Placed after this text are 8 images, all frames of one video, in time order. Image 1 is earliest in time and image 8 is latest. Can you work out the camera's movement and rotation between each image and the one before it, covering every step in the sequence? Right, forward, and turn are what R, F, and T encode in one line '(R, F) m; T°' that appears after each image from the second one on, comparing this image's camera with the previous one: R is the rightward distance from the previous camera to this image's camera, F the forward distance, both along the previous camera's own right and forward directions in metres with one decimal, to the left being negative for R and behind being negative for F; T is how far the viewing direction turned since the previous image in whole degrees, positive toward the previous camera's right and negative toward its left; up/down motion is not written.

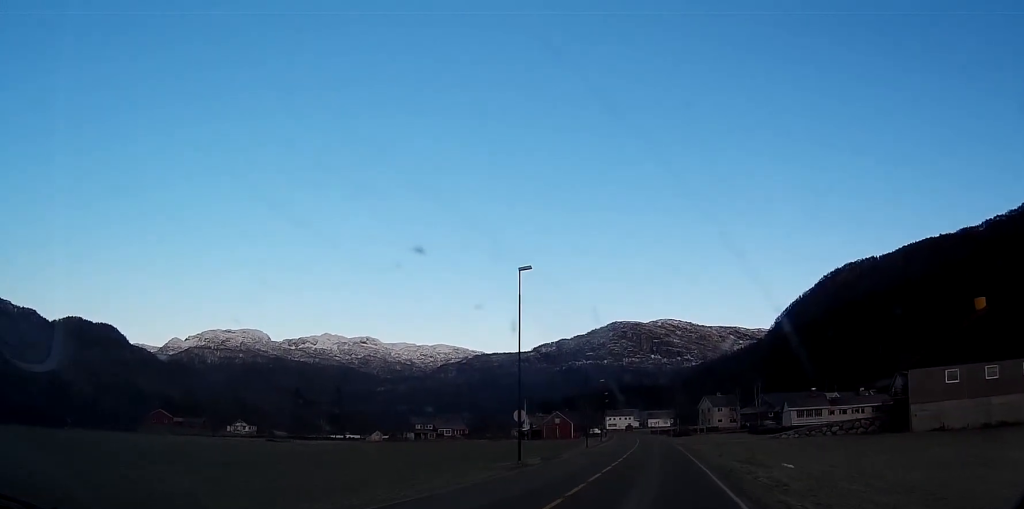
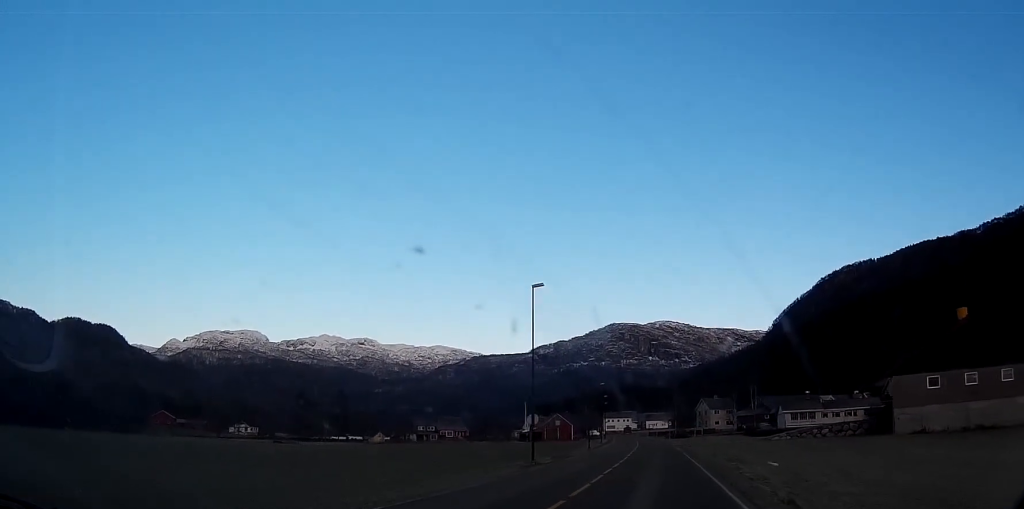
(0.0, +10.7) m; -1°
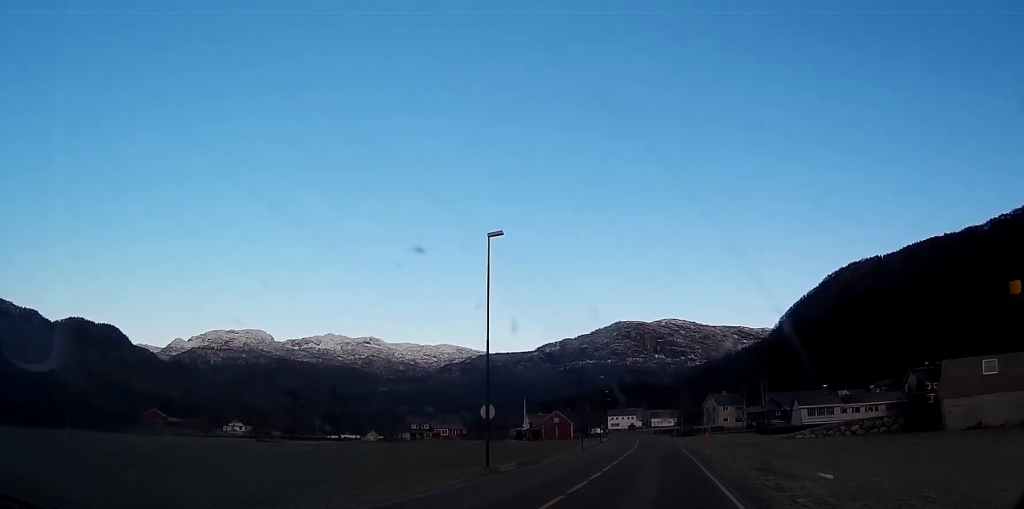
(0.0, +9.2) m; -1°
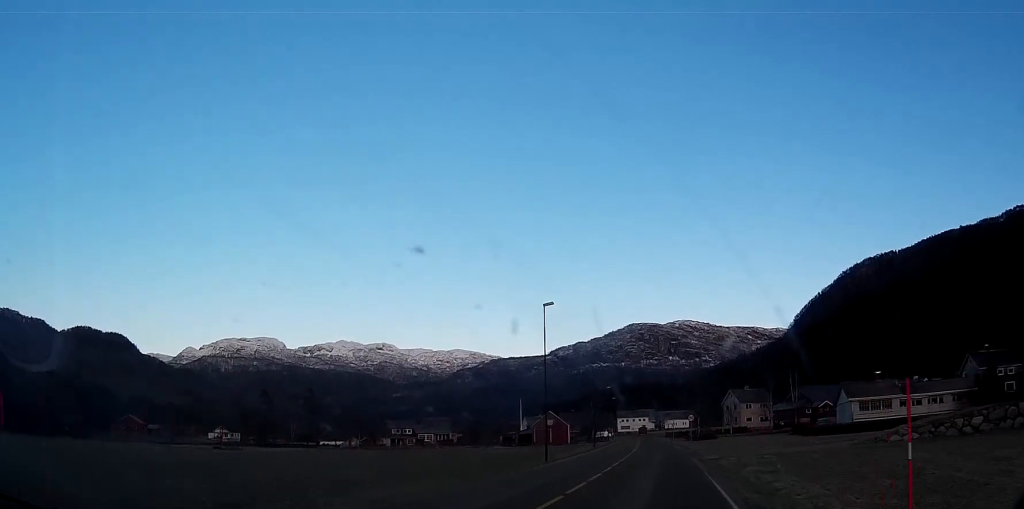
(-0.4, +24.6) m; -1°
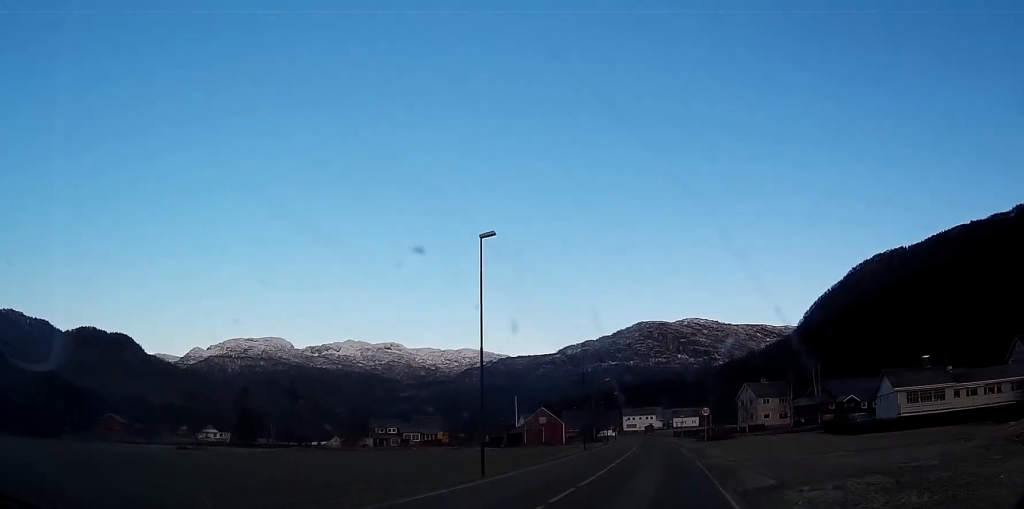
(0.0, +16.7) m; 0°
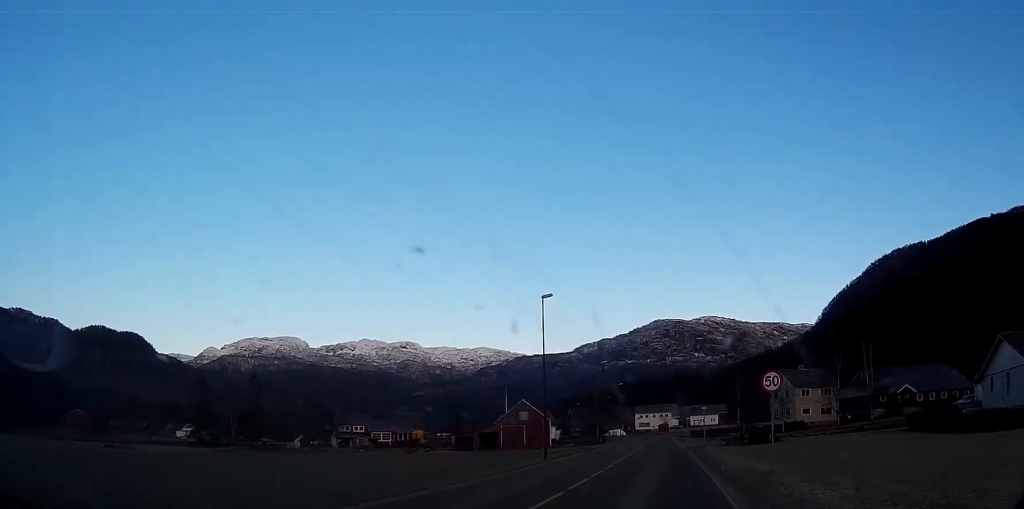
(-0.3, +28.6) m; -1°
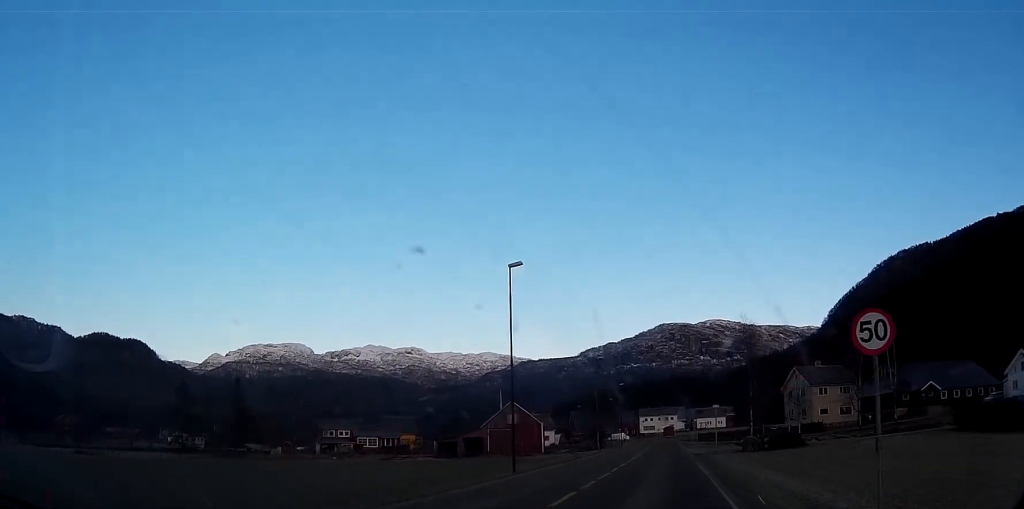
(+0.1, +10.4) m; 0°
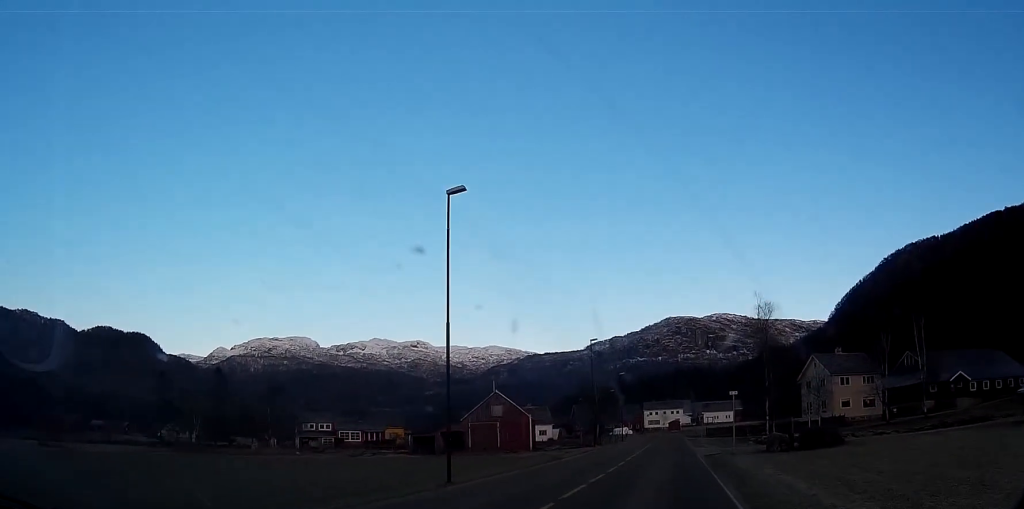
(0.0, +11.0) m; 0°
